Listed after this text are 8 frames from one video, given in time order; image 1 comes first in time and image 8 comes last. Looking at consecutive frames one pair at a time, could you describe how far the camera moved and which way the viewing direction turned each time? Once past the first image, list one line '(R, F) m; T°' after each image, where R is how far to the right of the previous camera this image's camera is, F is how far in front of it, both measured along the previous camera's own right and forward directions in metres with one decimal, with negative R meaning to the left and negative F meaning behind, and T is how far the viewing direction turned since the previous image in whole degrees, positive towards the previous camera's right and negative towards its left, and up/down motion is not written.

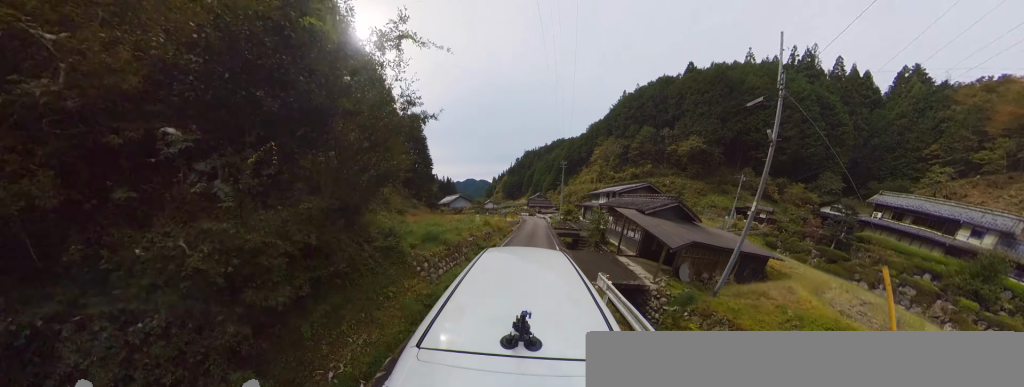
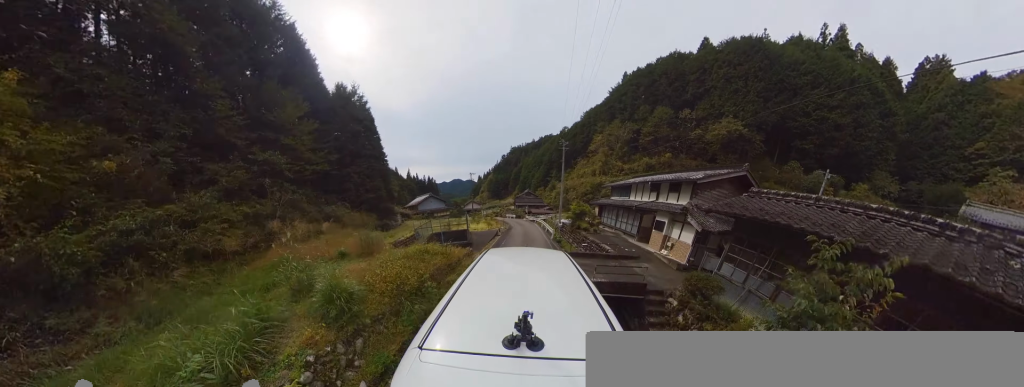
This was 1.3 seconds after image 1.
(+0.4, +10.3) m; -2°
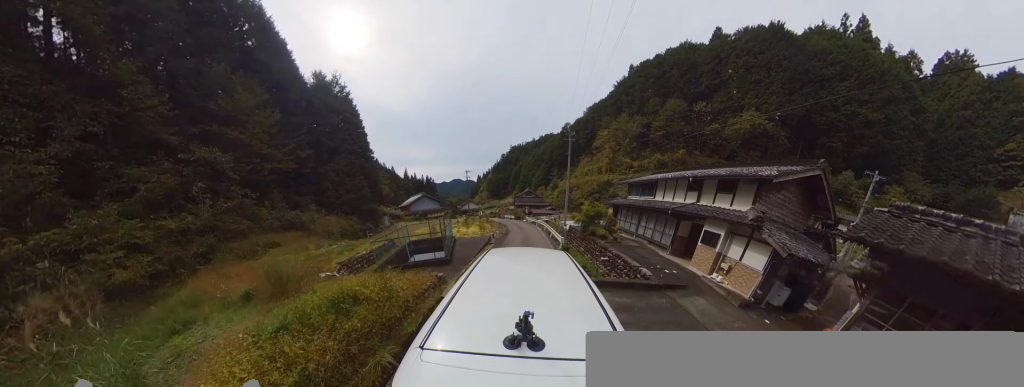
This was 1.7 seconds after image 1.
(-0.4, +3.4) m; 0°
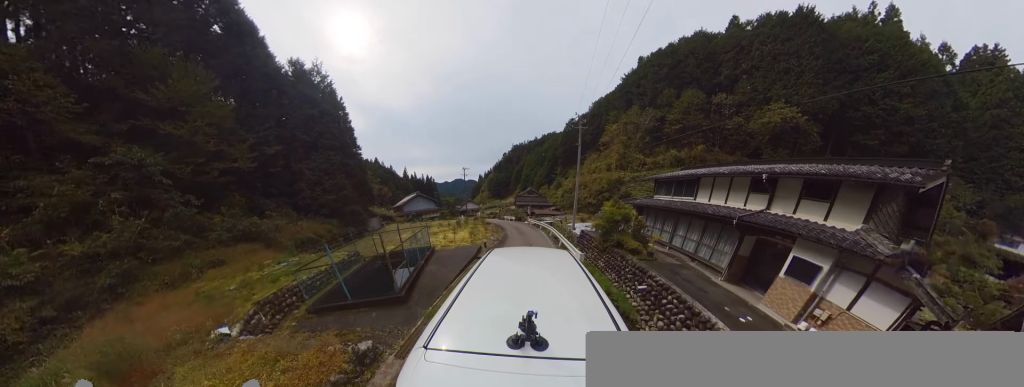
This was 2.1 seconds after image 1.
(-0.2, +3.2) m; -1°
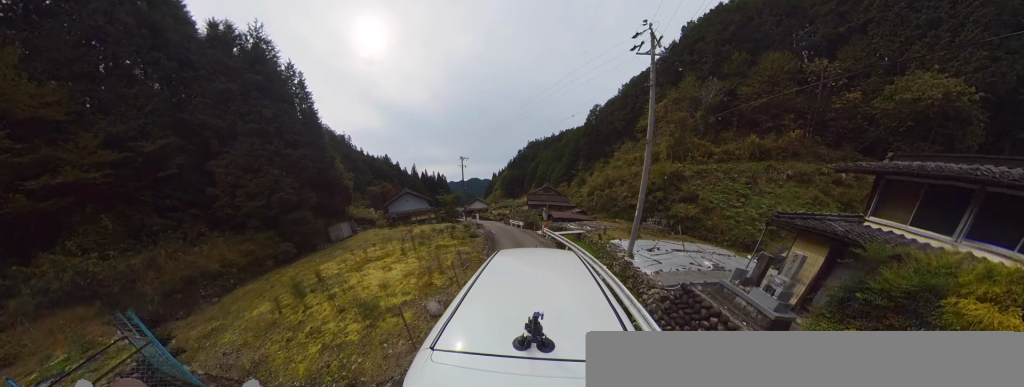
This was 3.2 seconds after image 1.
(+0.1, +8.6) m; -13°
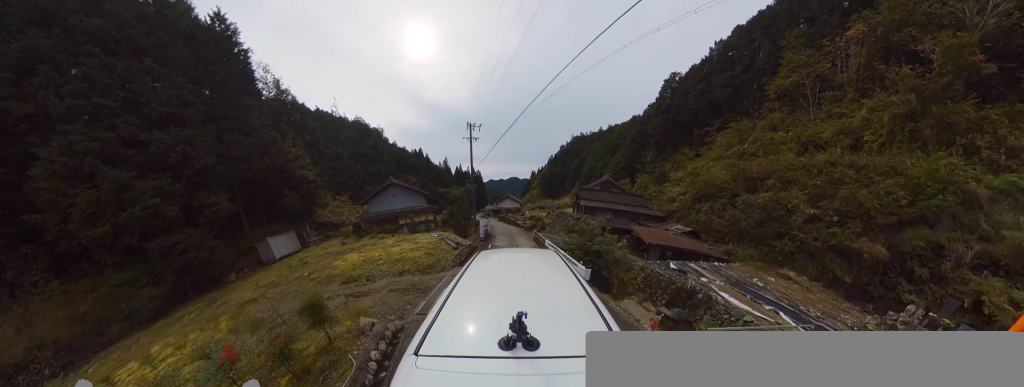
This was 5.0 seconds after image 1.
(-1.5, +12.8) m; -6°
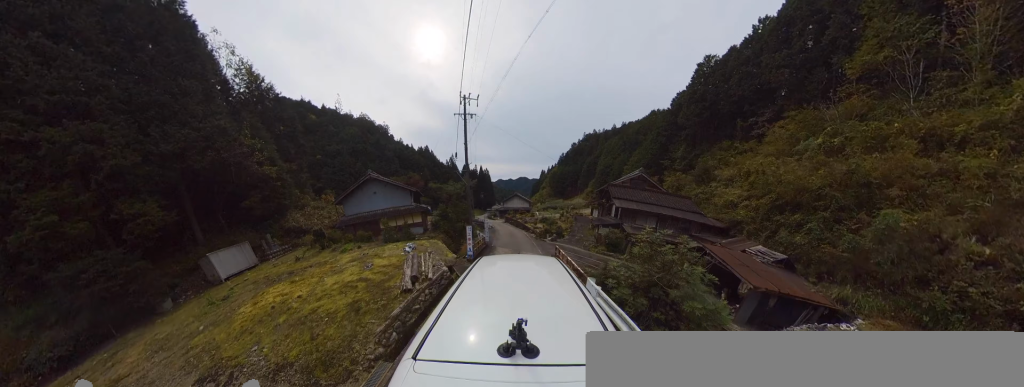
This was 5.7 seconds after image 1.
(-0.7, +5.0) m; -7°
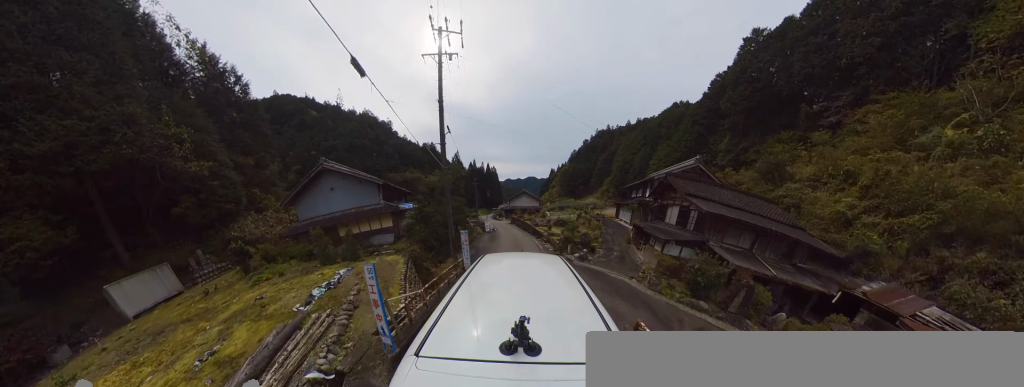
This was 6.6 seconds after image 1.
(-0.3, +6.0) m; -3°
